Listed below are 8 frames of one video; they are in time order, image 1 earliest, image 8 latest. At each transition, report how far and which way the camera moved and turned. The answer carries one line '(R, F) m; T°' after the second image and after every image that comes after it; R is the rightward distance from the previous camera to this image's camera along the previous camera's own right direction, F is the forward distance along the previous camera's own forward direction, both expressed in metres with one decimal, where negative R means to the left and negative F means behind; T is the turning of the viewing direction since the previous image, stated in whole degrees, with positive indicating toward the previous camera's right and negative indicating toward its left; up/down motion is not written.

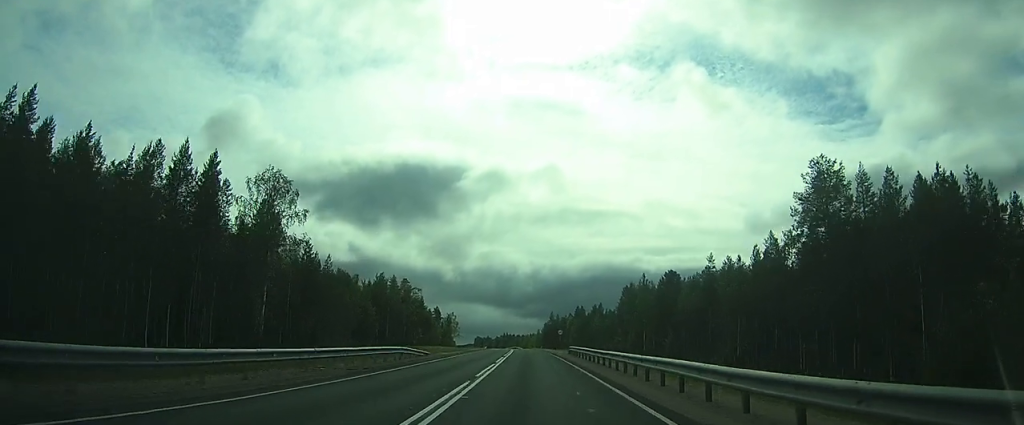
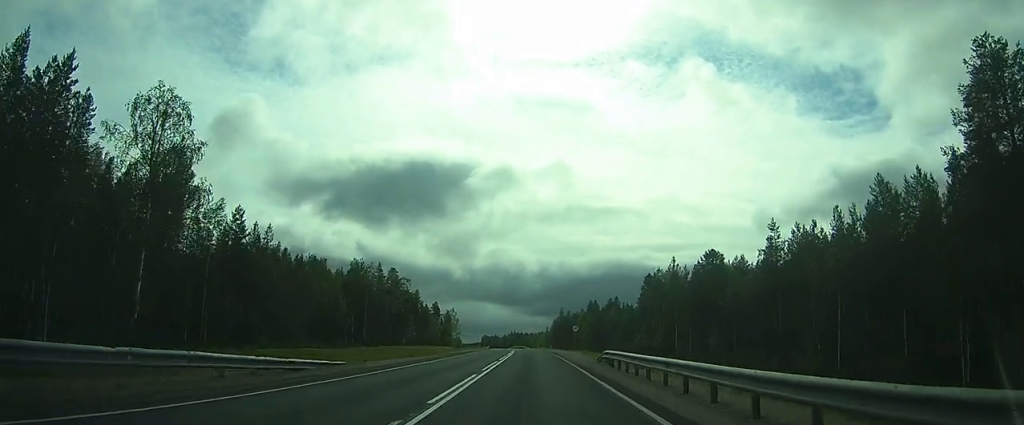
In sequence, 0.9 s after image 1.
(-0.3, +21.7) m; 0°
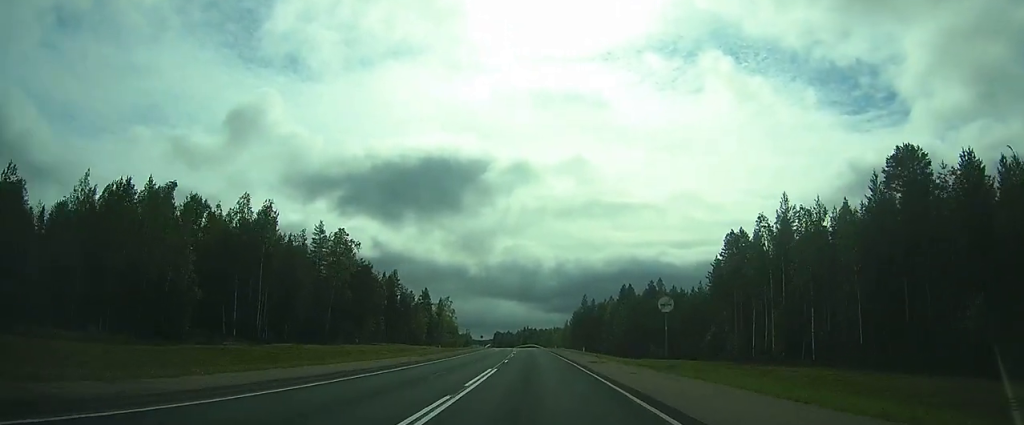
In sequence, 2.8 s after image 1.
(-0.7, +45.9) m; -2°
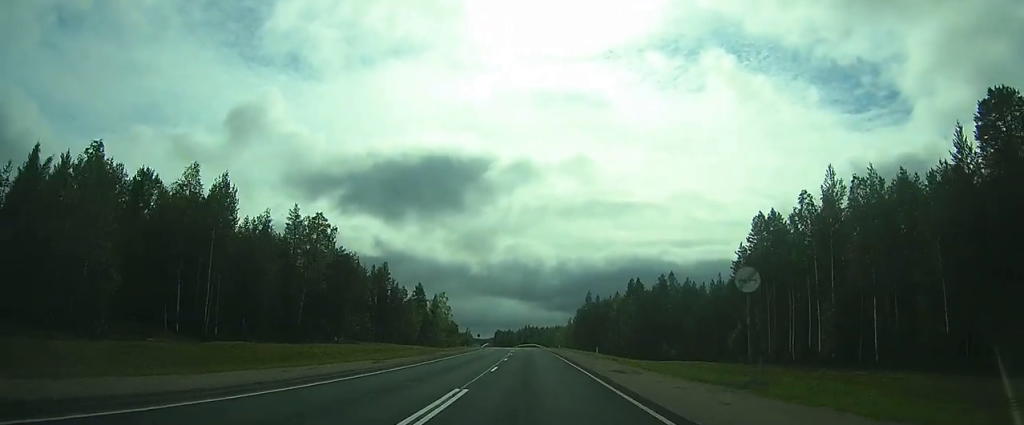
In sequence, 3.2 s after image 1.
(0.0, +10.6) m; 0°
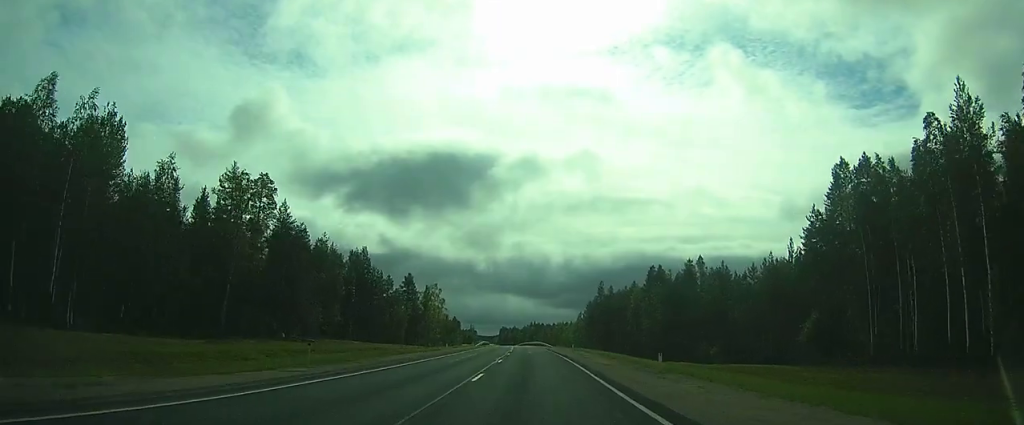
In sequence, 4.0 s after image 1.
(-0.1, +19.5) m; 0°
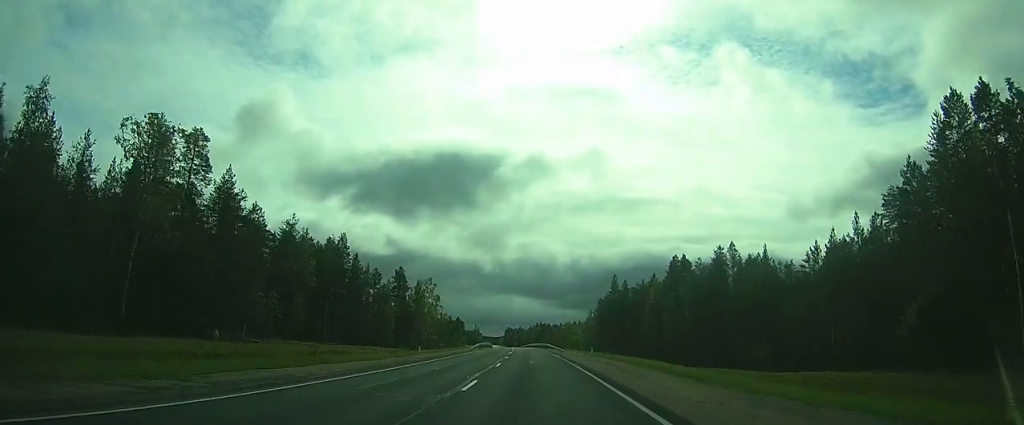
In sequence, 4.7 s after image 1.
(-0.2, +15.5) m; 0°
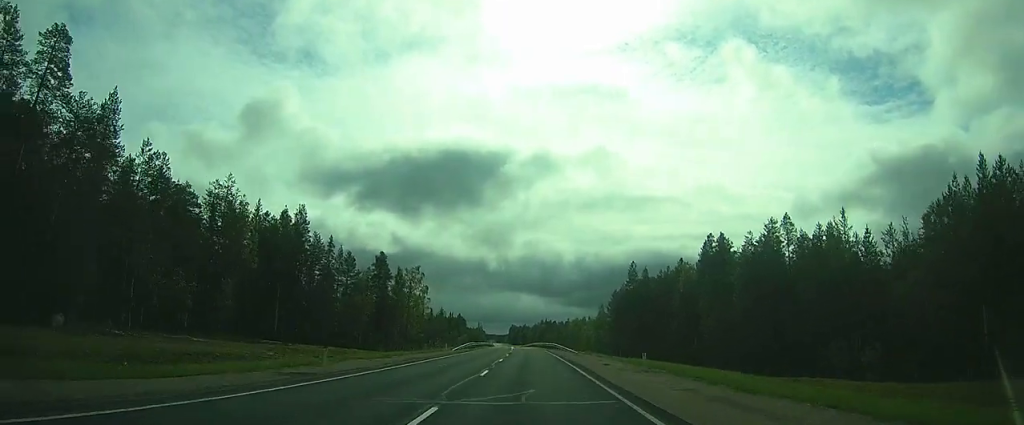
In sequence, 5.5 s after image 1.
(+0.3, +19.5) m; +1°
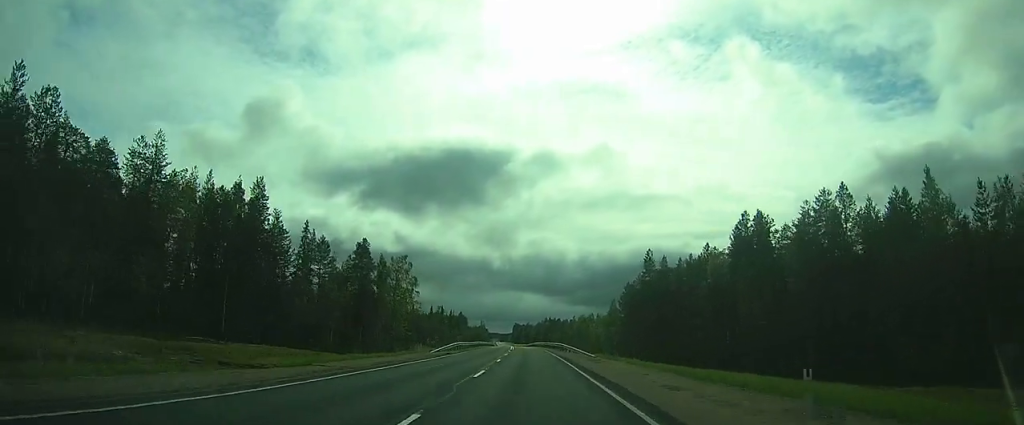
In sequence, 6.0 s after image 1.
(+0.1, +13.8) m; 0°
